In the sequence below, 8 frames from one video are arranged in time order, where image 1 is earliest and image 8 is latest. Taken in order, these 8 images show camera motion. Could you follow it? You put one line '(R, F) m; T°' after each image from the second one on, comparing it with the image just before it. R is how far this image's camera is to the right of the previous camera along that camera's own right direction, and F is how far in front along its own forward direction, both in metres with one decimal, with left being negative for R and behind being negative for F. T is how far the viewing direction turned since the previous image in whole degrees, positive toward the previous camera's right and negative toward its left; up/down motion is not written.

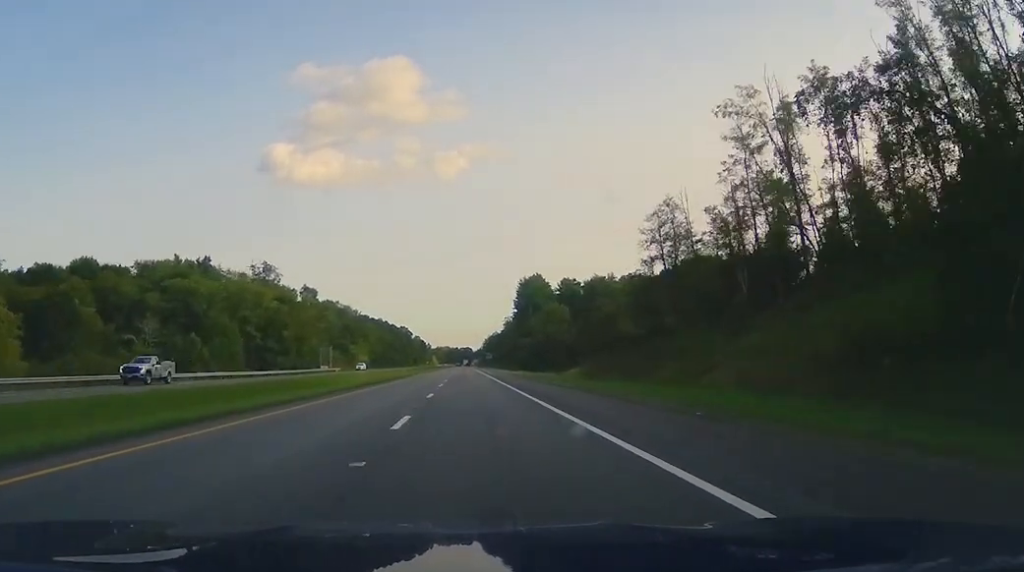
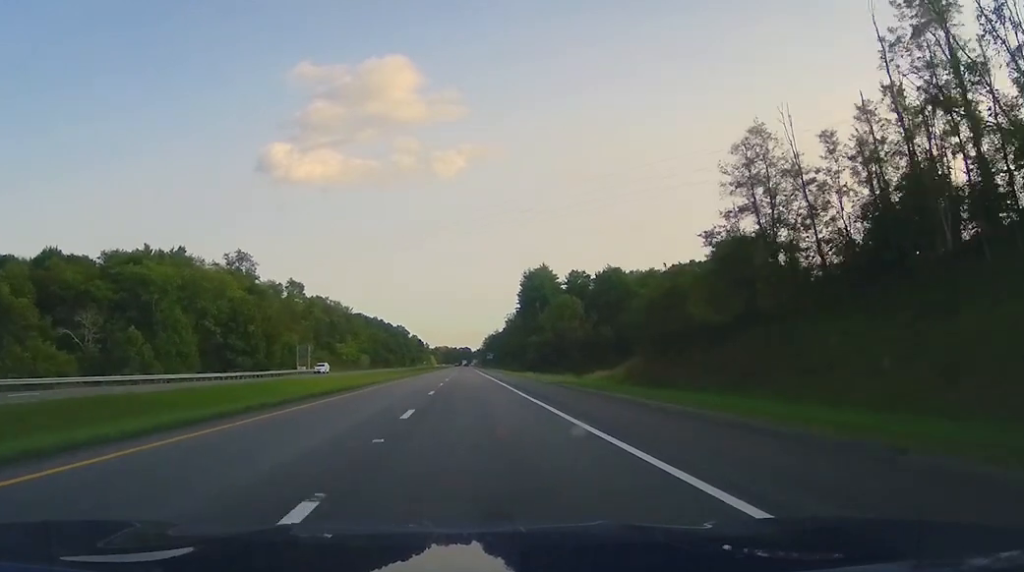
(0.0, +21.6) m; 0°
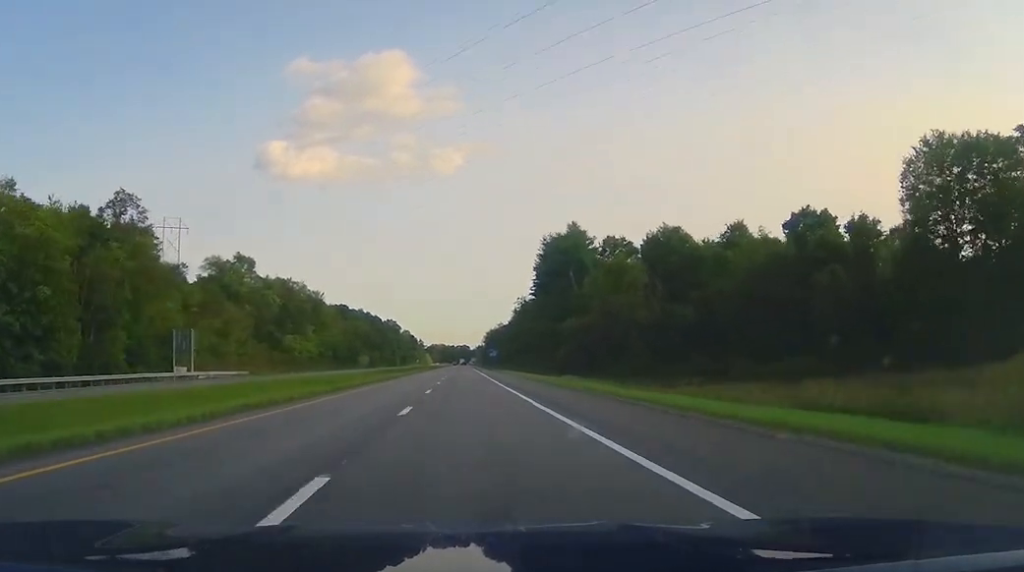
(+0.5, +59.9) m; +1°
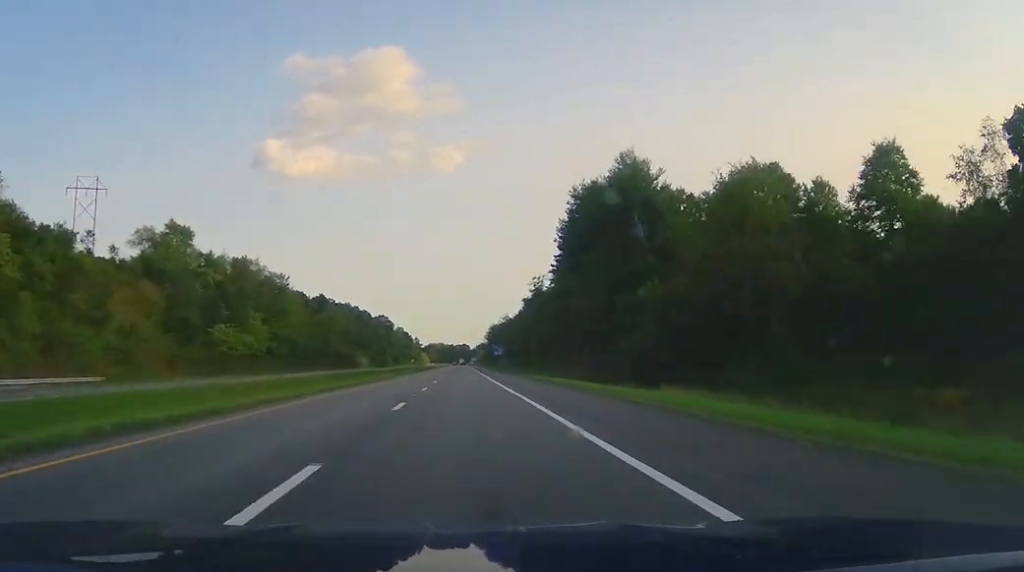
(0.0, +48.0) m; 0°
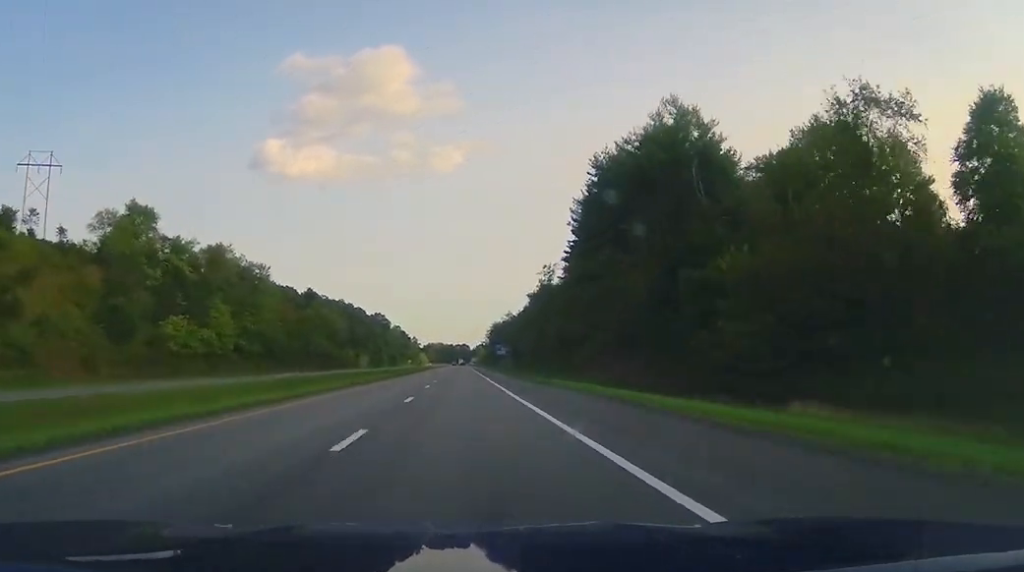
(0.0, +19.8) m; 0°
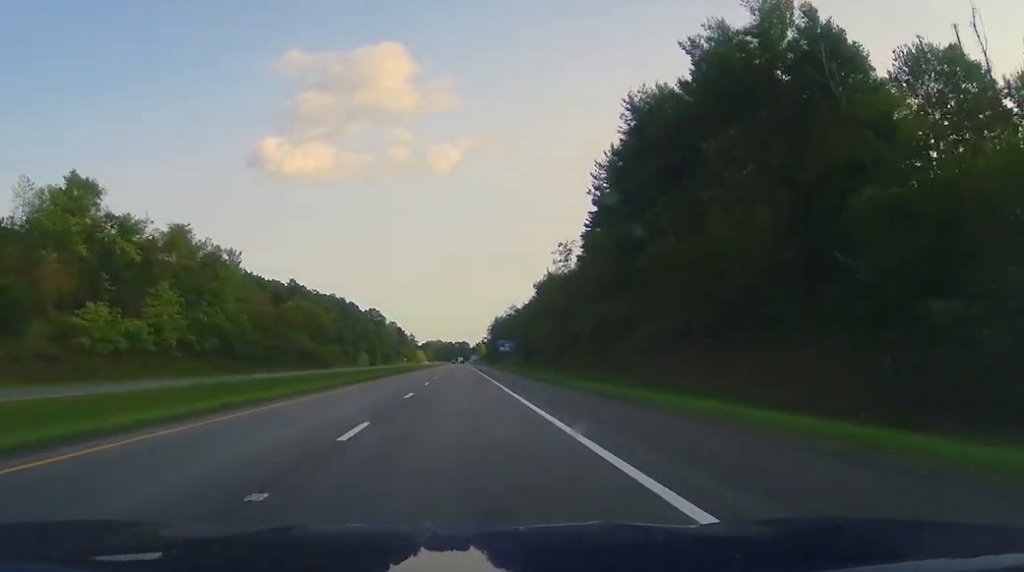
(0.0, +23.2) m; 0°
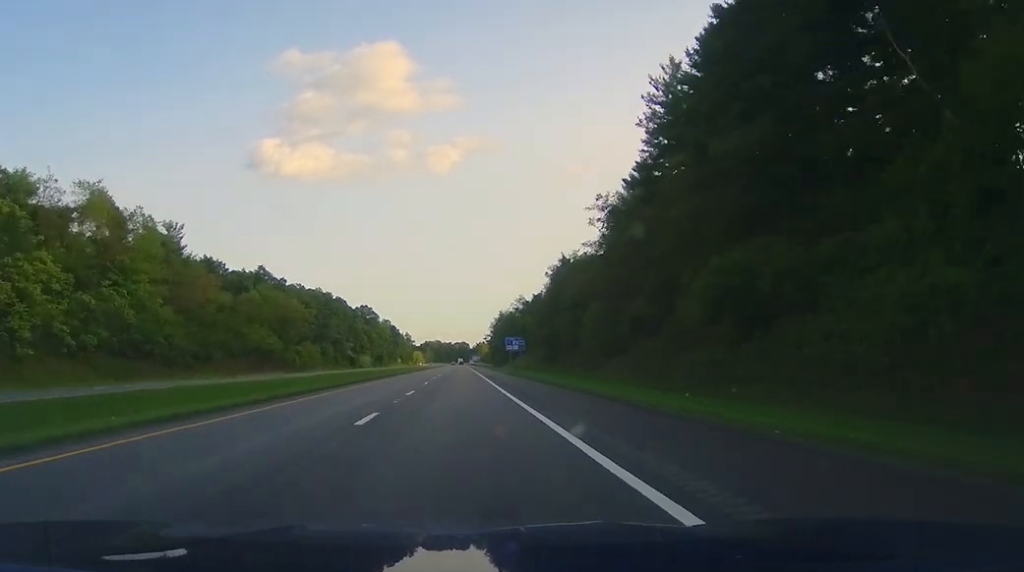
(0.0, +33.5) m; 0°
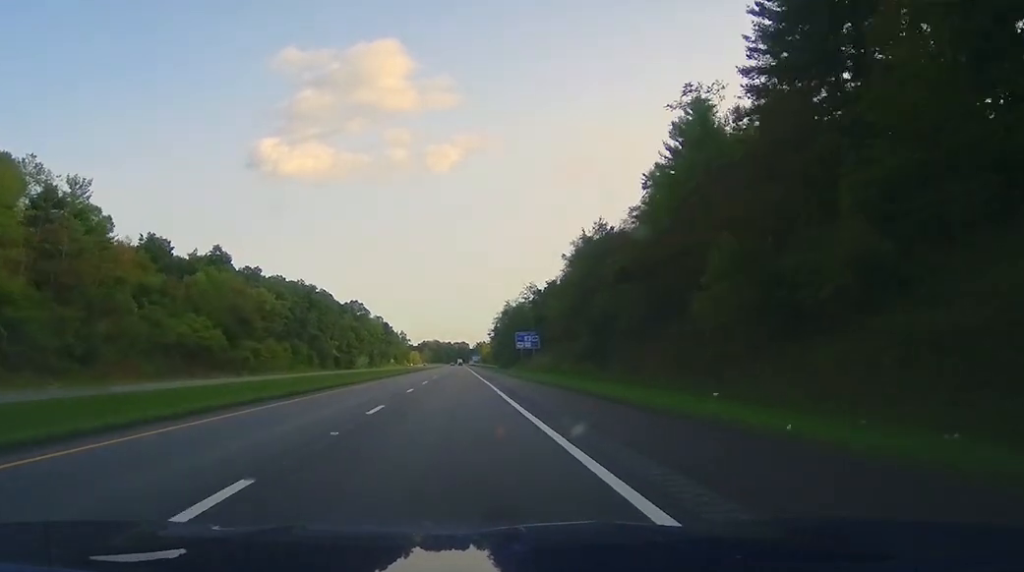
(0.0, +33.6) m; 0°
